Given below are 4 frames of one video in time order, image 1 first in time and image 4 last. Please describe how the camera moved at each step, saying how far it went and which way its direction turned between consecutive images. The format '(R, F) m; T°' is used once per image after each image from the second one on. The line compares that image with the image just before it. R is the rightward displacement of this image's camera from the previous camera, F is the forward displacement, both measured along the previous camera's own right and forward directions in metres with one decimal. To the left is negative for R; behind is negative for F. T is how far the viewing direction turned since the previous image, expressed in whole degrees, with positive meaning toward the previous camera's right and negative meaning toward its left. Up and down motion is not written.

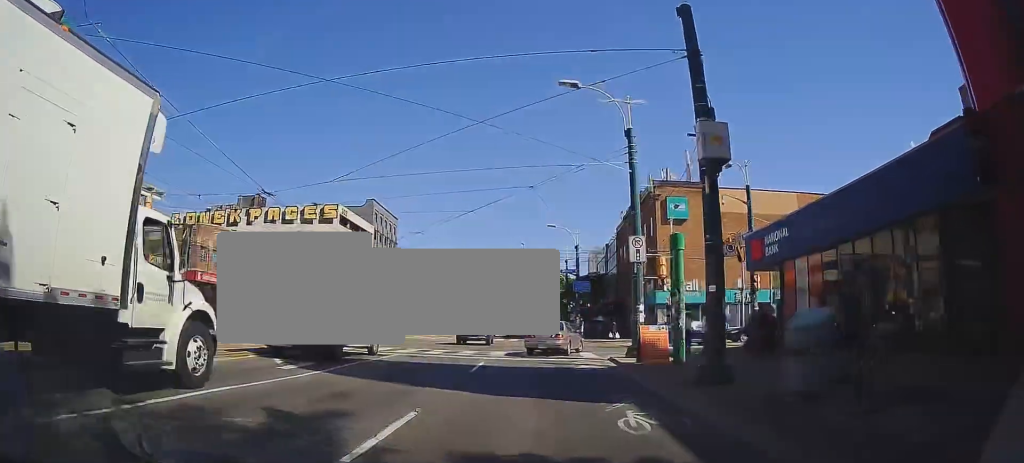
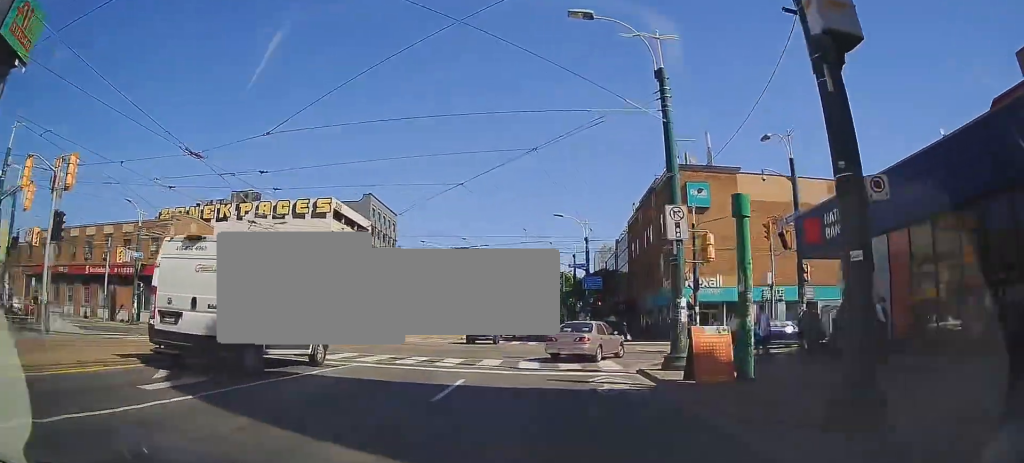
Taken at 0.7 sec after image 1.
(+0.1, +5.2) m; -1°
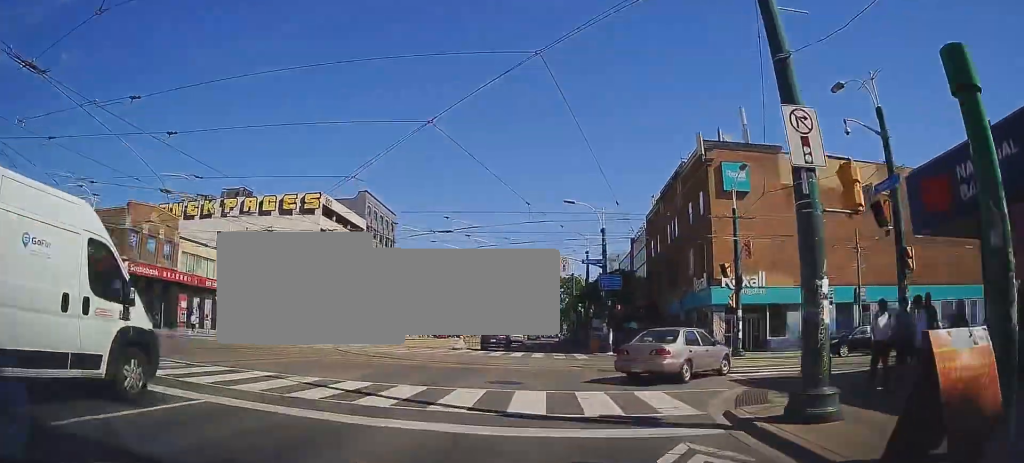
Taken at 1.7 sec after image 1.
(-0.1, +6.9) m; -2°
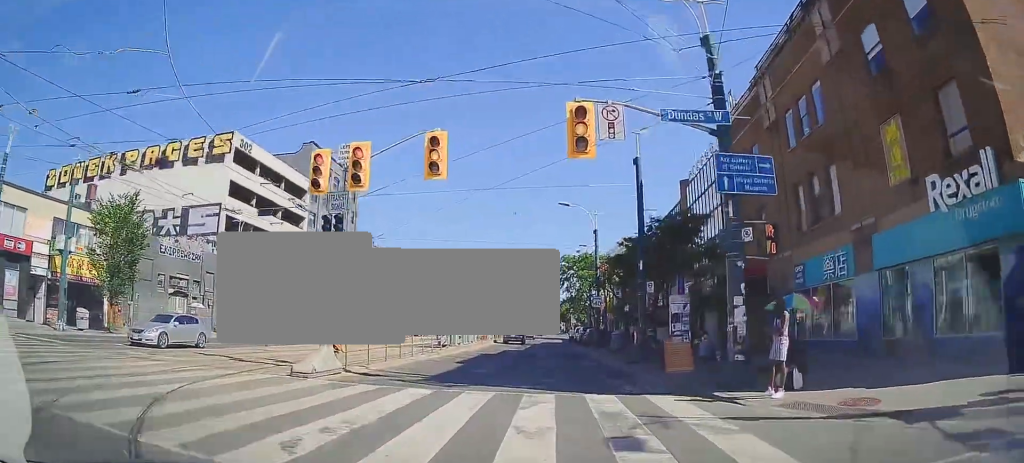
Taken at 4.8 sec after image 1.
(-0.3, +23.5) m; 0°
